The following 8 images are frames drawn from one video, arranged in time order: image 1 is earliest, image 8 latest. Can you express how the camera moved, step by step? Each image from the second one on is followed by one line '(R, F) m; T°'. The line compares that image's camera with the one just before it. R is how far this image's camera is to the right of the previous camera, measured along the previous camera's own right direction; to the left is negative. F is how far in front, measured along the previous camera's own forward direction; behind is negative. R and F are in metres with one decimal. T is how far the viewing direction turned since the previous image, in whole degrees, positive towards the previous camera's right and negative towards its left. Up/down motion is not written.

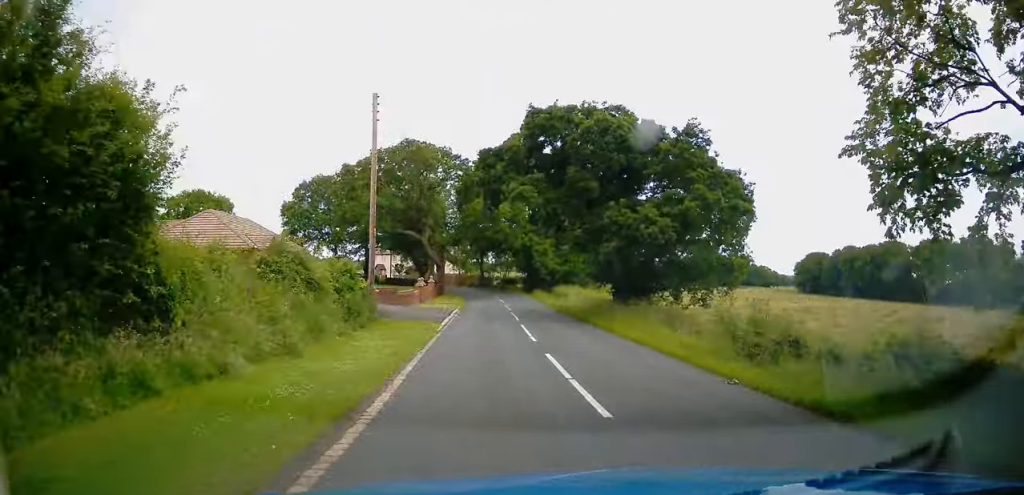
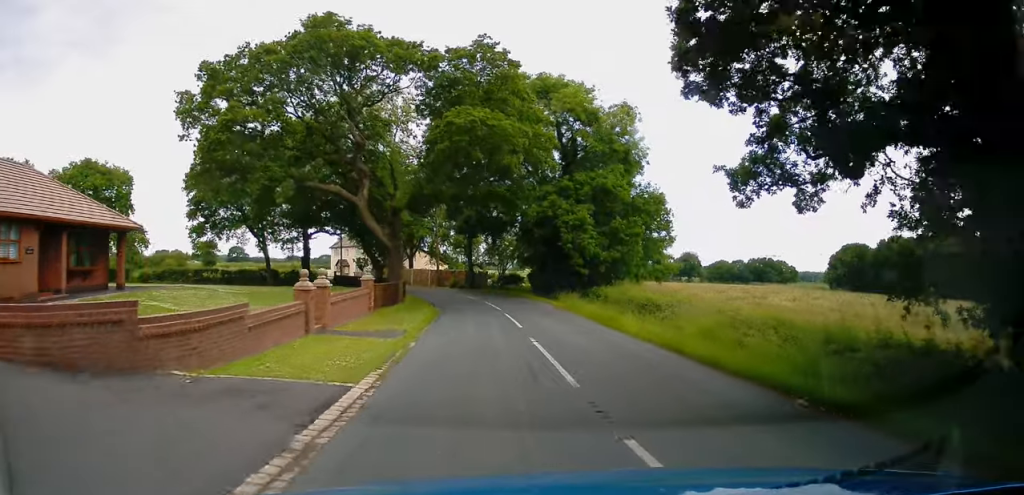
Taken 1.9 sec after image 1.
(+0.3, +24.5) m; +1°
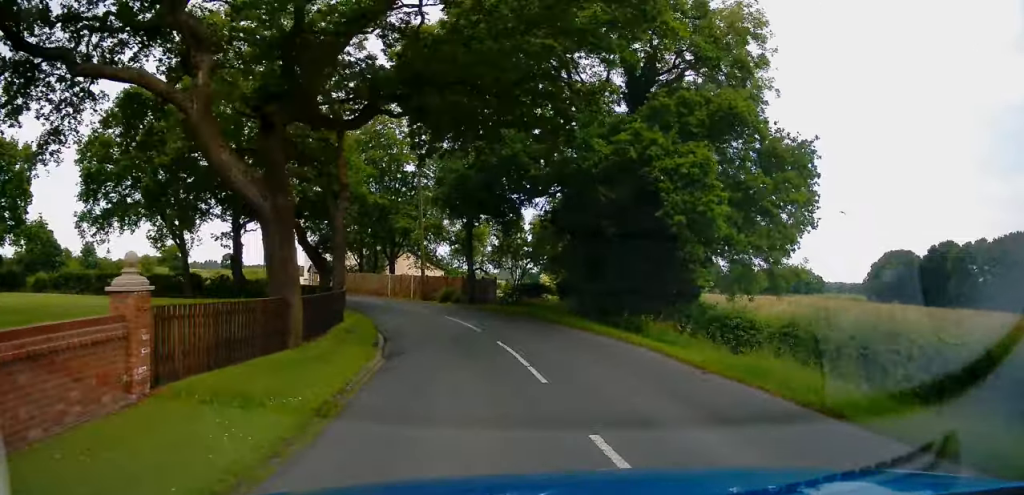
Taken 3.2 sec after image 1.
(+0.2, +17.3) m; -1°
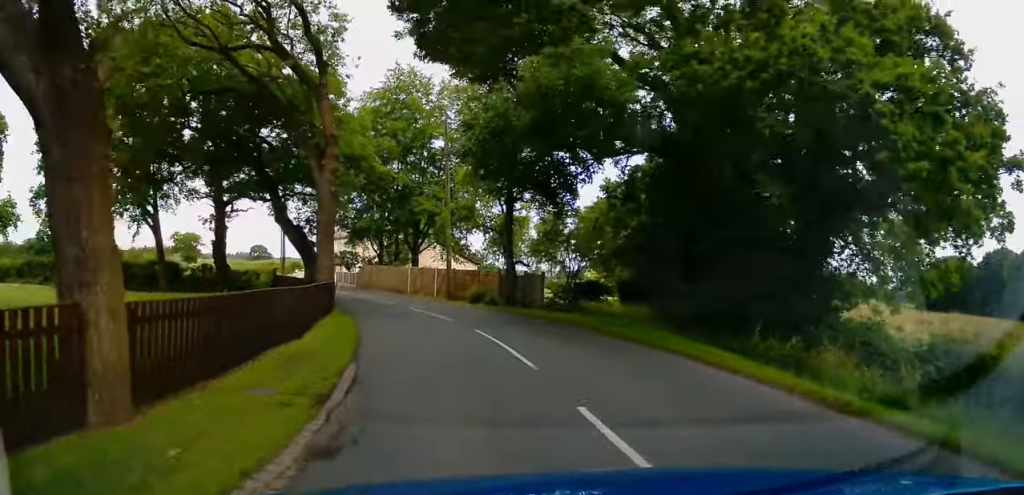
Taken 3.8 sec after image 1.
(-0.1, +7.9) m; -2°
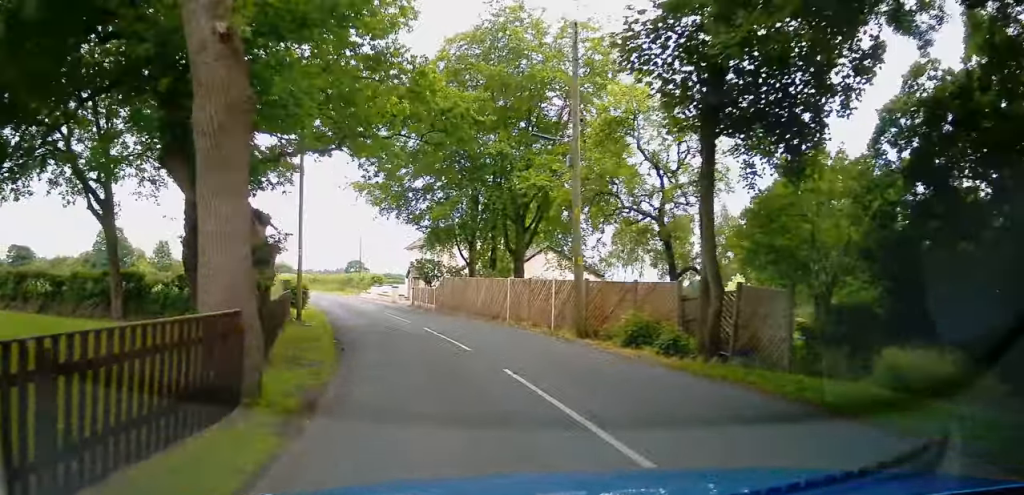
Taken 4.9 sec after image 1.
(-0.4, +13.5) m; -6°
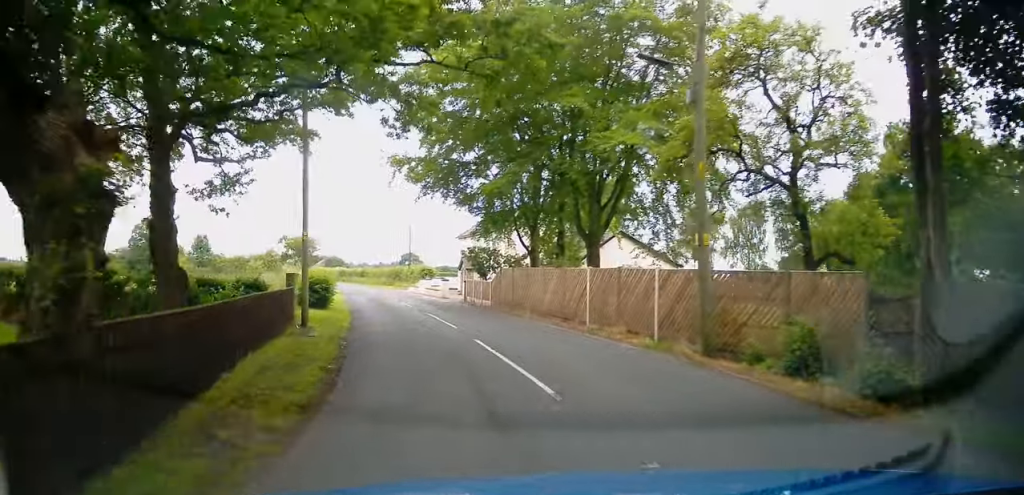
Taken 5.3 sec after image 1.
(-0.3, +5.4) m; -4°
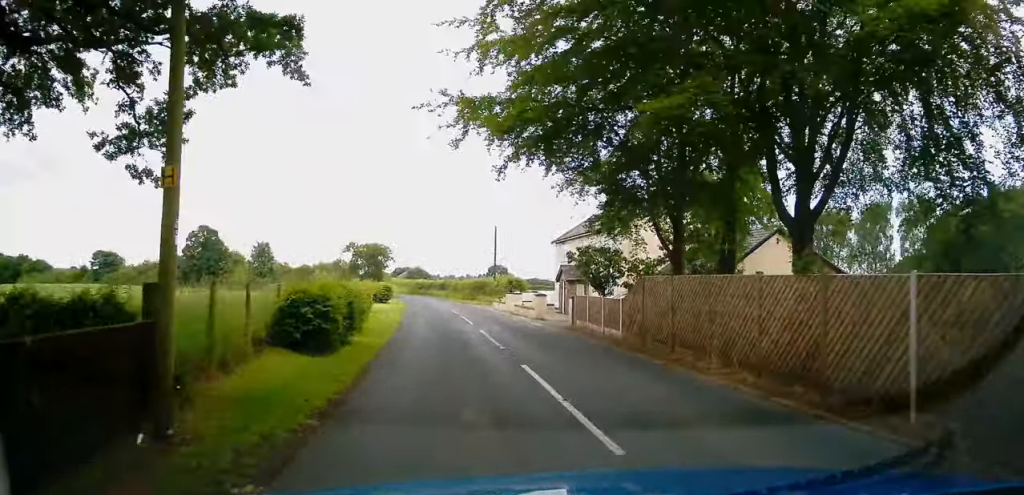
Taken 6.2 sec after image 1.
(-0.6, +10.5) m; -7°
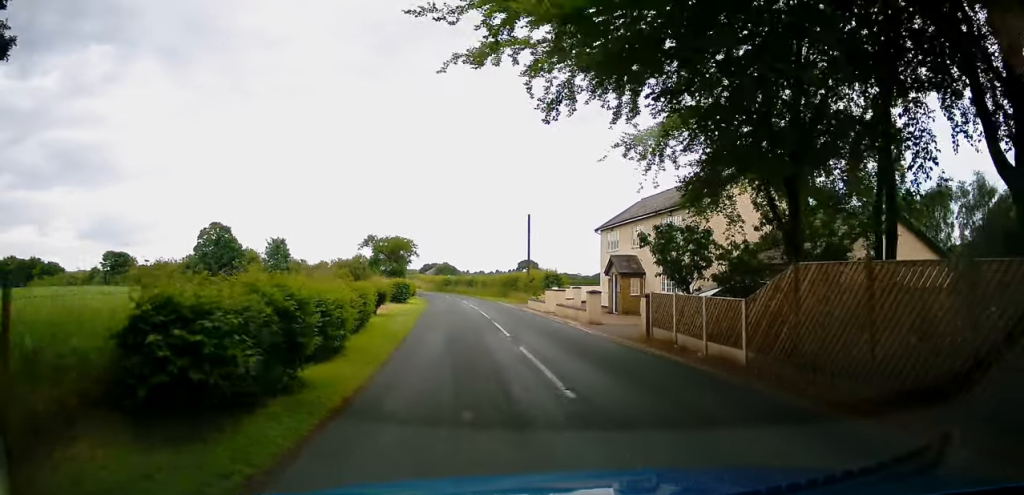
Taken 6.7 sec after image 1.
(0.0, +6.3) m; -5°
